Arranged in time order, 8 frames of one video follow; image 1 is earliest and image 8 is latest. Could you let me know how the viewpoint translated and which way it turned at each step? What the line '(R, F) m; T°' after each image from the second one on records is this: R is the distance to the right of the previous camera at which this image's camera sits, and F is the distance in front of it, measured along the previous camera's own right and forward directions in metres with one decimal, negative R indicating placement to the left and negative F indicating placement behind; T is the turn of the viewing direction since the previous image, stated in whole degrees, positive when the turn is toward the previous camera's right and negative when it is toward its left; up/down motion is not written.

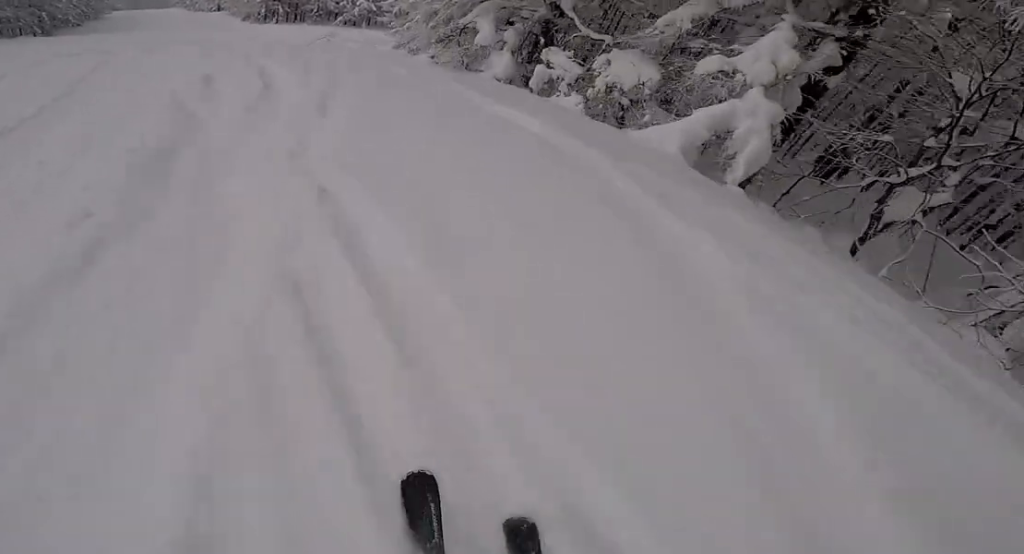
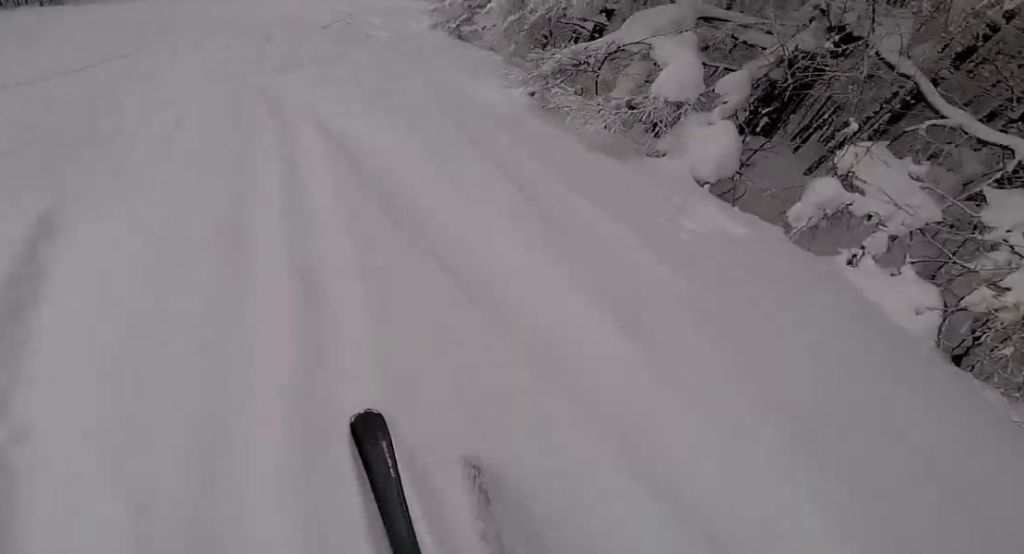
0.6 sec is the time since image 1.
(+1.4, +7.0) m; -5°
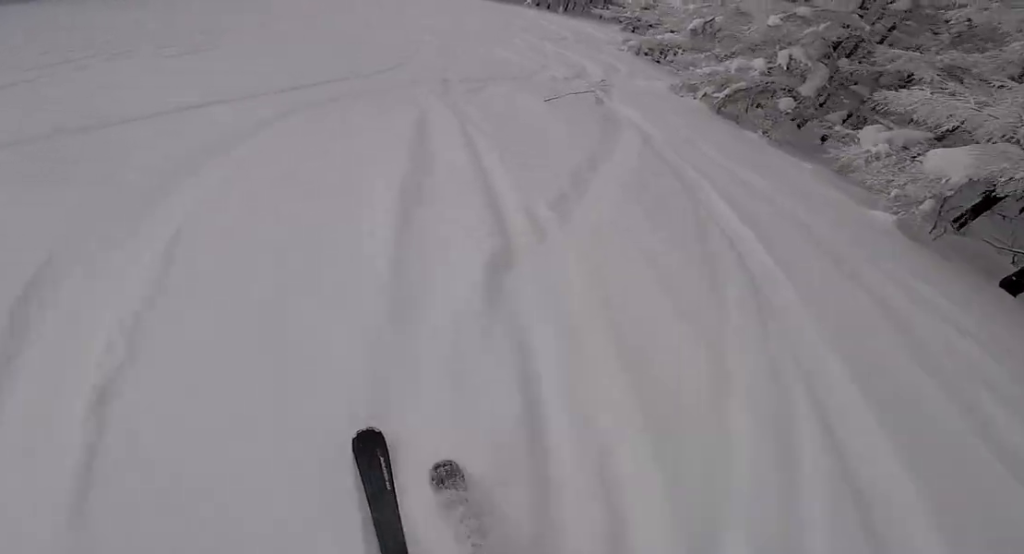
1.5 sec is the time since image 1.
(-2.2, +9.1) m; -16°
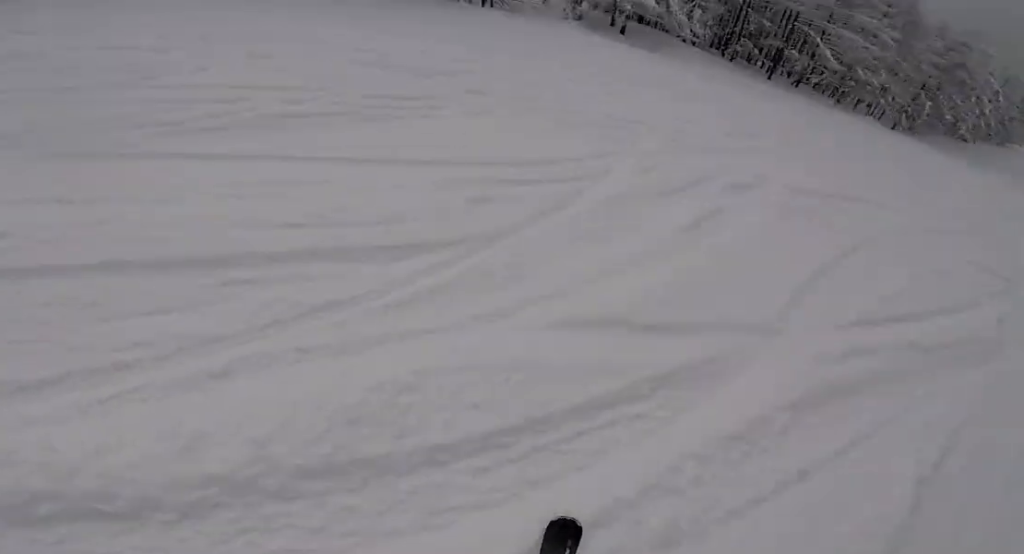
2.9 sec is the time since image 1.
(-2.4, +14.3) m; -23°
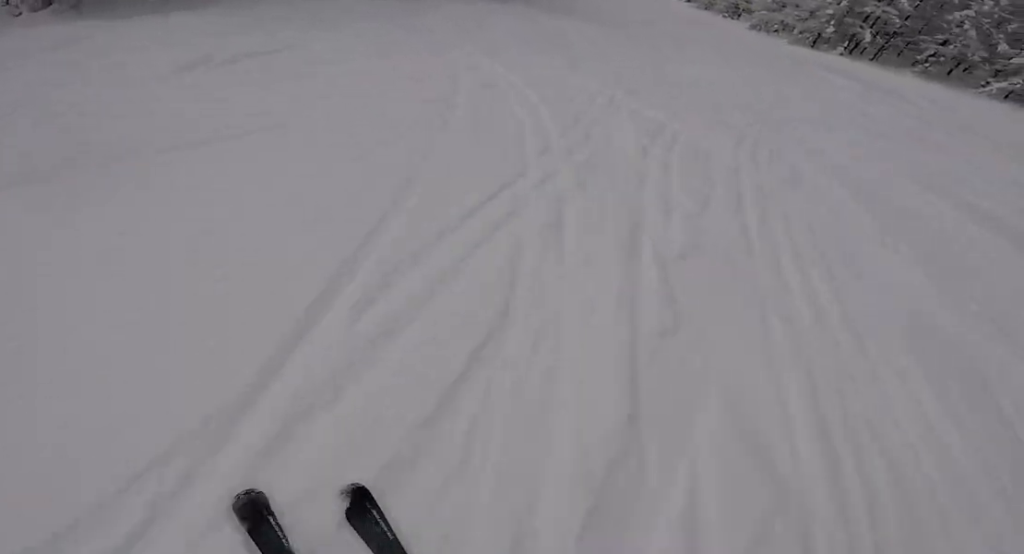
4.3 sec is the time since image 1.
(-3.4, +14.0) m; -18°
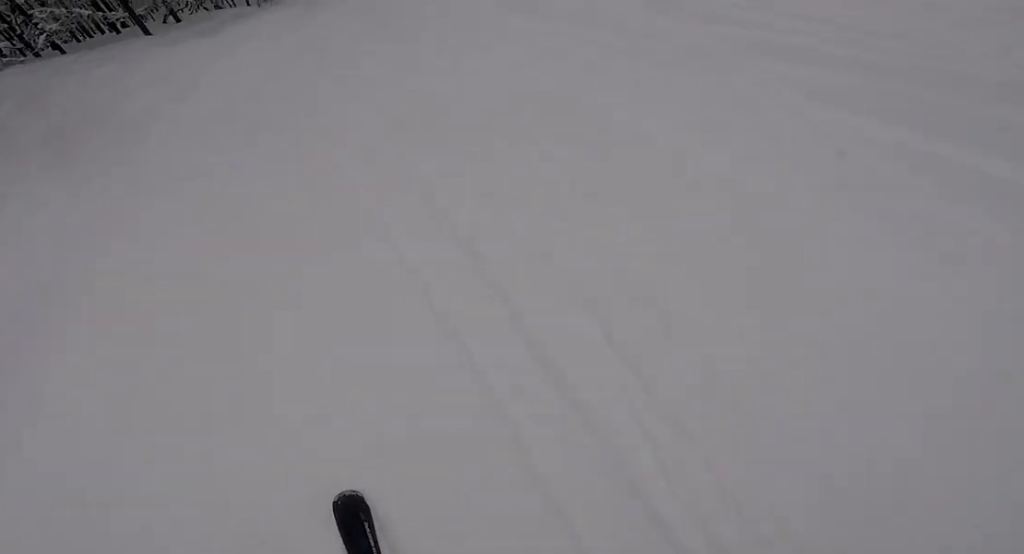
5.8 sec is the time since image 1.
(-0.6, +12.9) m; +6°
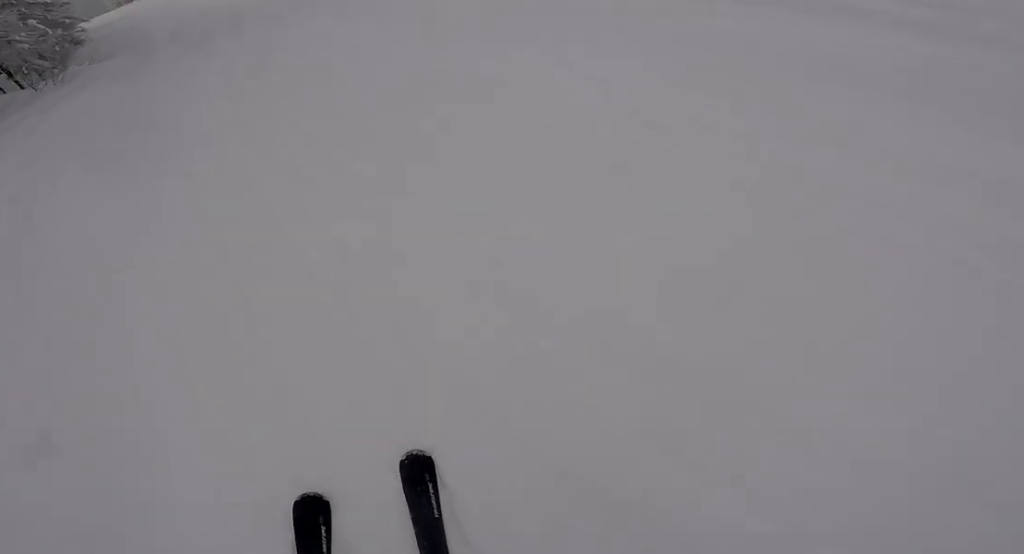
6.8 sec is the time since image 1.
(+1.4, +8.2) m; +21°
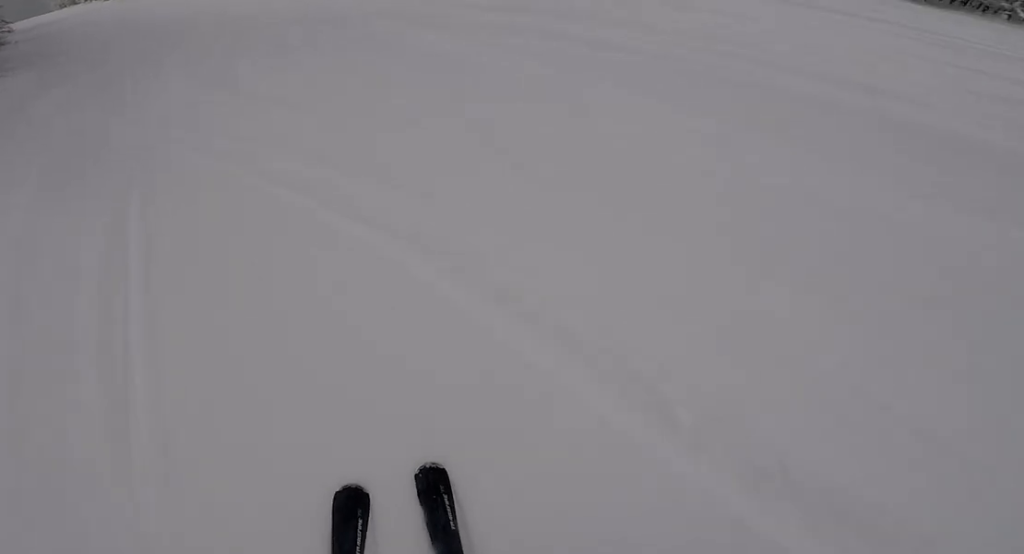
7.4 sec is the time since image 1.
(+0.8, +4.7) m; +13°
